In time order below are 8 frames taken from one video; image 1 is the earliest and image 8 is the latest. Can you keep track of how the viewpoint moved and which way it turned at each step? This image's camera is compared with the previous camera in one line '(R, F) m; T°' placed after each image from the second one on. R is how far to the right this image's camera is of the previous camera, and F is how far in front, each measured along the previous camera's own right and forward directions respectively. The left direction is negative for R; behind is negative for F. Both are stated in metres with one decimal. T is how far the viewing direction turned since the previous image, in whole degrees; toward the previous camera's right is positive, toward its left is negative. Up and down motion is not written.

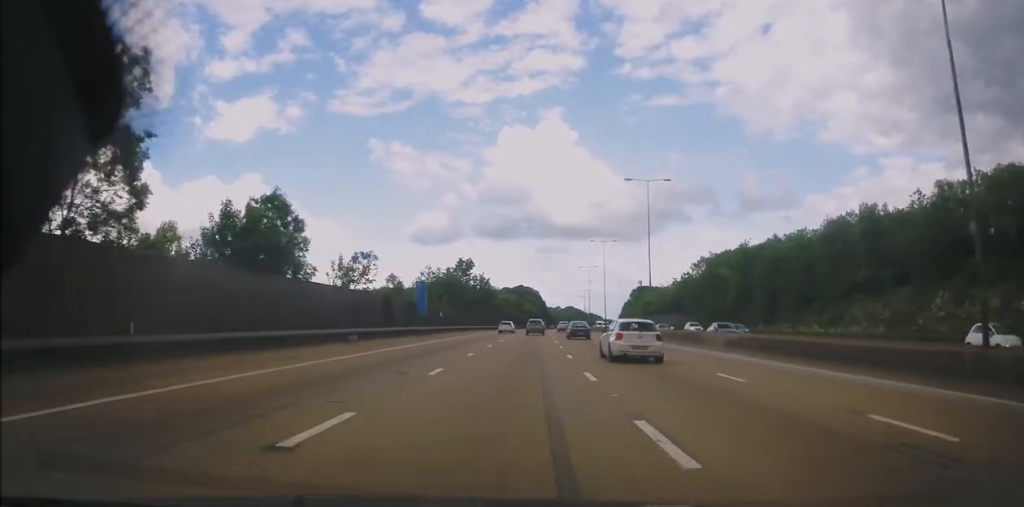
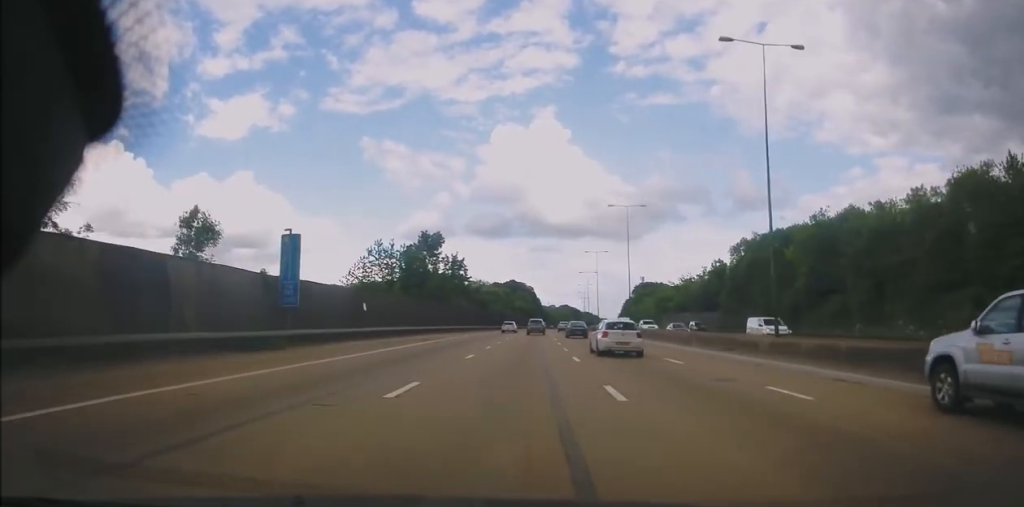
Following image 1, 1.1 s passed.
(0.0, +30.6) m; 0°
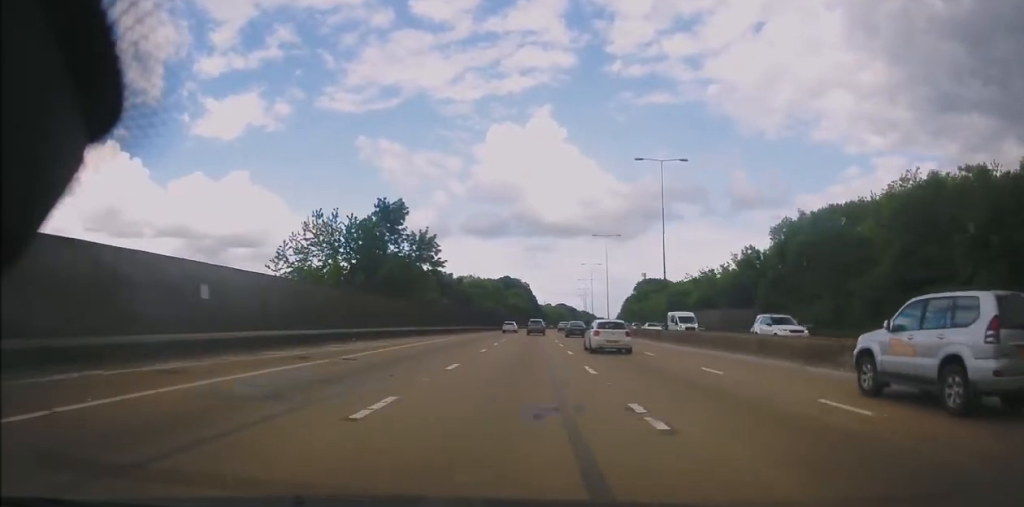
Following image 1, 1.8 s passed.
(0.0, +20.3) m; 0°
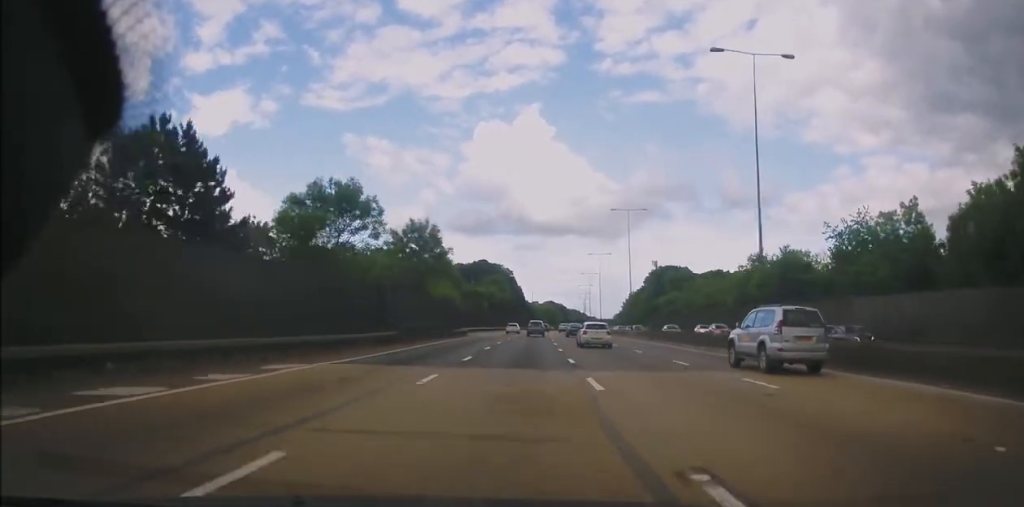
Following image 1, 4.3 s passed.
(+1.1, +67.1) m; +3°
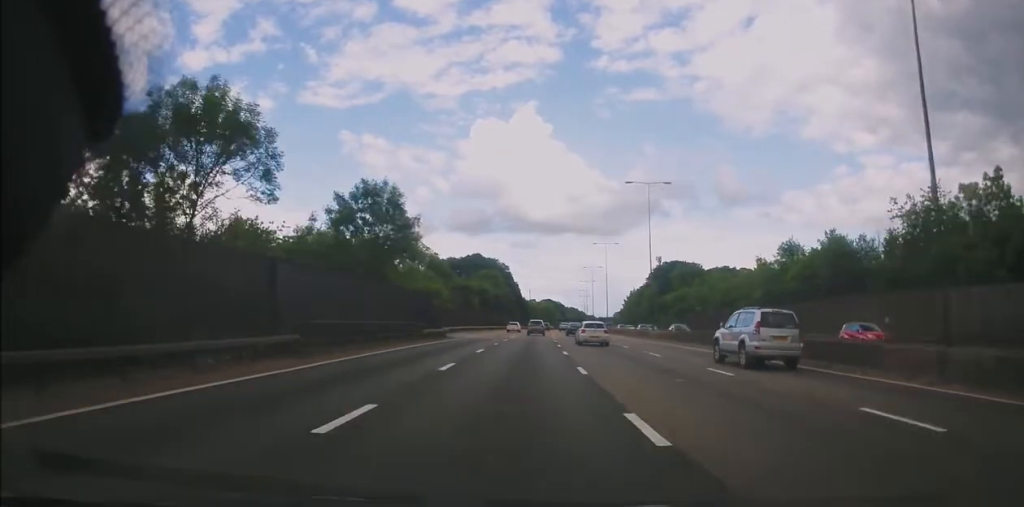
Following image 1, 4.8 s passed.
(+0.1, +13.8) m; 0°
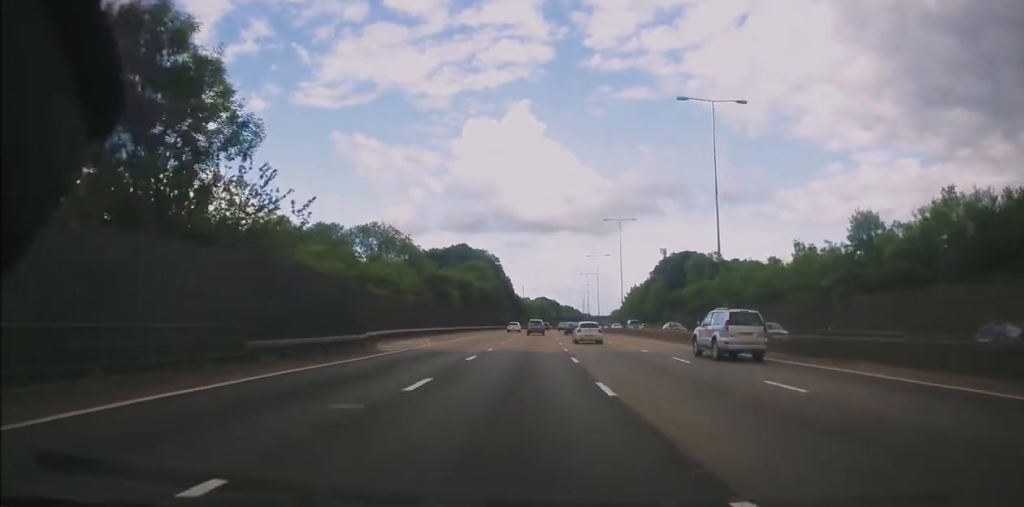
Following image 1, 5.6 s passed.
(+0.2, +22.8) m; 0°
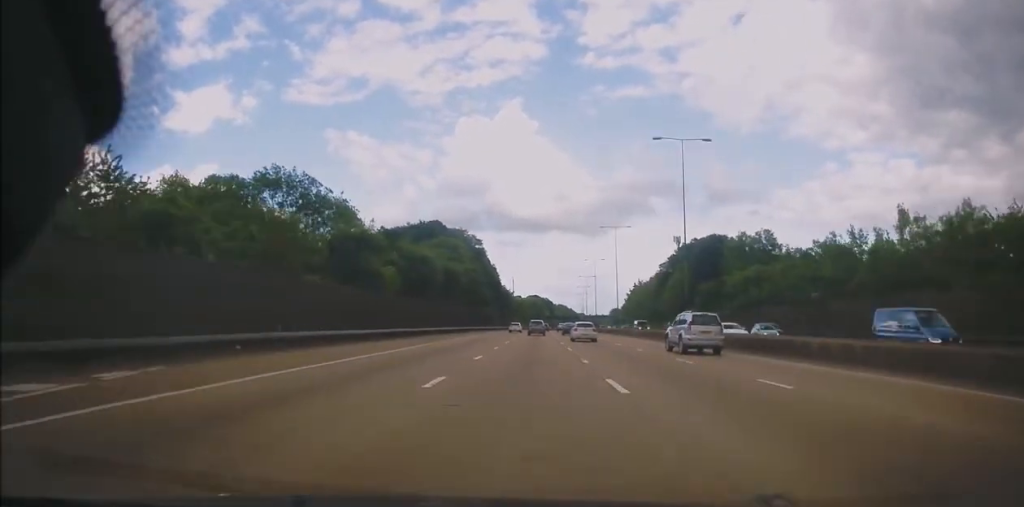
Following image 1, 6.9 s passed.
(-0.3, +36.2) m; 0°
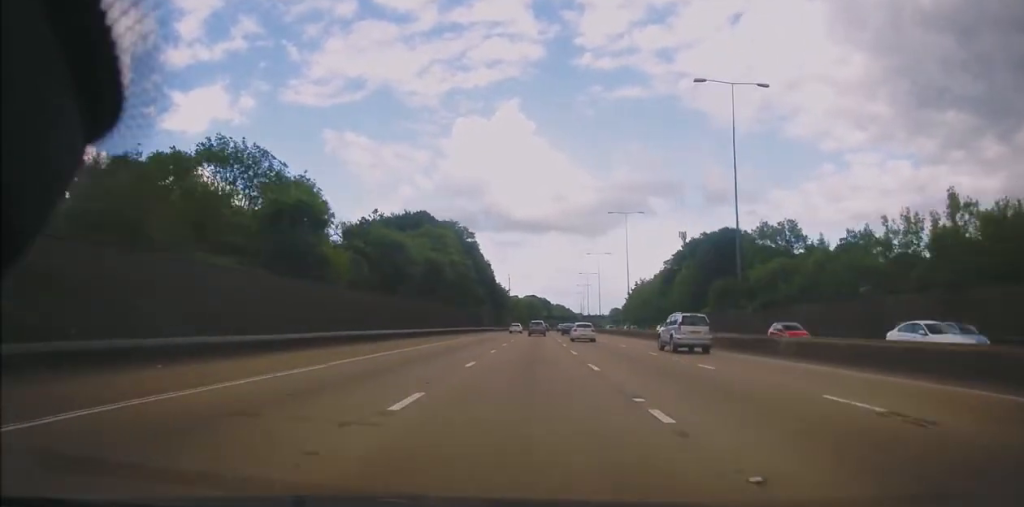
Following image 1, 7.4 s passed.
(+0.1, +11.8) m; 0°
